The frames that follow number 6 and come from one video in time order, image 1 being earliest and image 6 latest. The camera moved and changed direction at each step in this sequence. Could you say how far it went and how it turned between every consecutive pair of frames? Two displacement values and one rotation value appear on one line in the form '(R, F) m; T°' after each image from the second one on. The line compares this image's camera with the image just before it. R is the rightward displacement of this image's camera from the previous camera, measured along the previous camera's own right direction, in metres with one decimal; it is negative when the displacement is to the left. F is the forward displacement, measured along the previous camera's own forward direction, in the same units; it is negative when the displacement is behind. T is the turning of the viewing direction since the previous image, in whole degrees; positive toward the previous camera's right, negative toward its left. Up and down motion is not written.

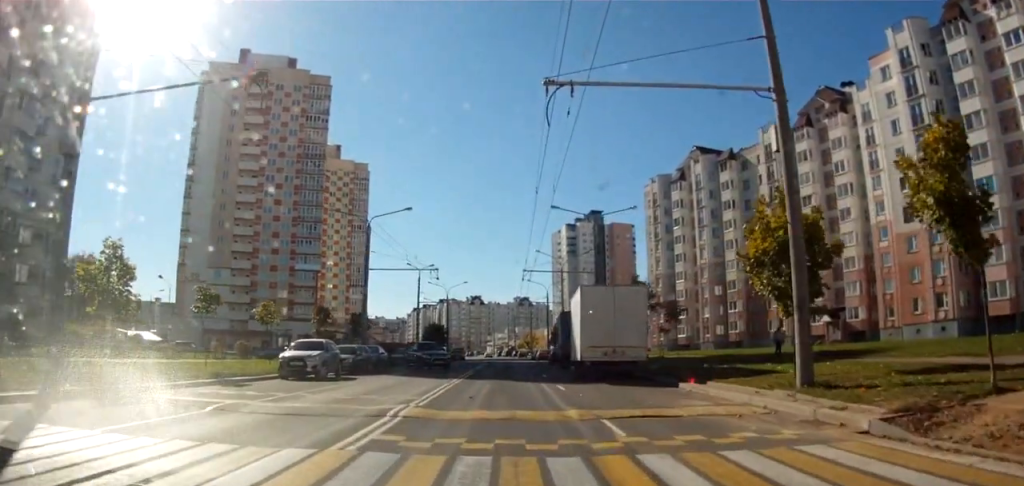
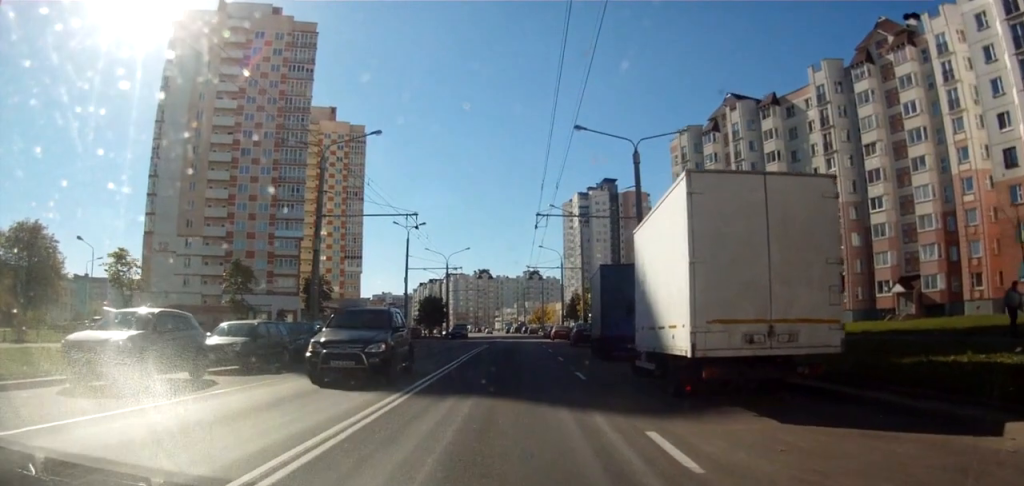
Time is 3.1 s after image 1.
(-0.2, +17.7) m; -4°
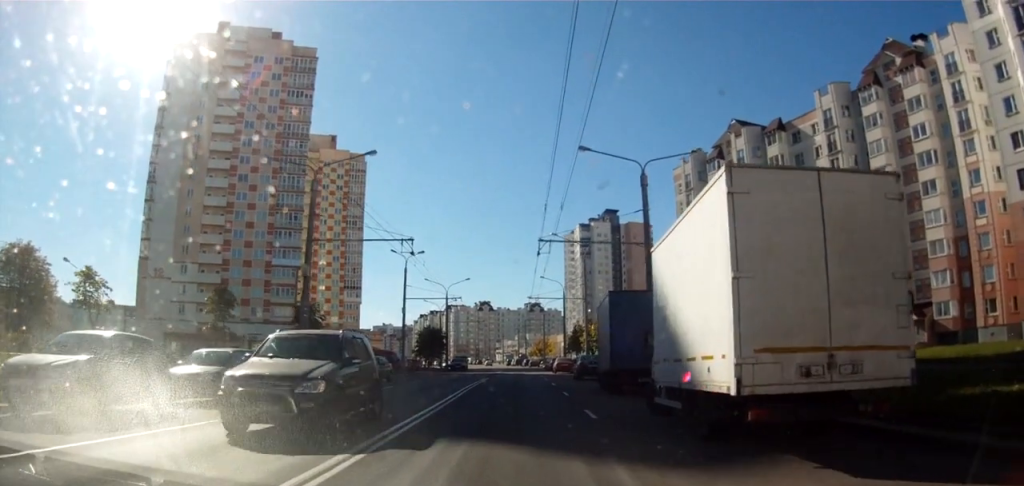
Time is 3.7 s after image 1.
(0.0, +2.4) m; -2°
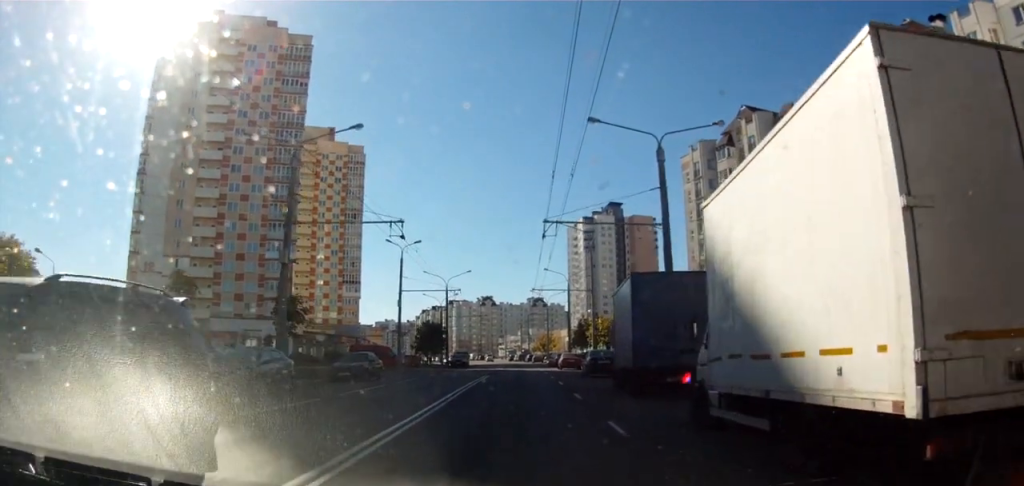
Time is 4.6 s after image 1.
(-0.1, +3.4) m; -3°
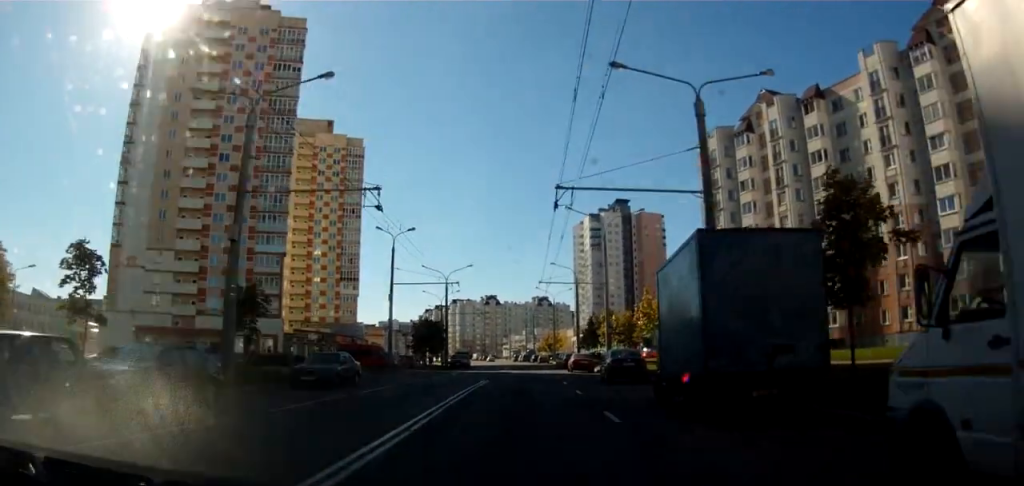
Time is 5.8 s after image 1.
(-0.2, +5.0) m; -2°
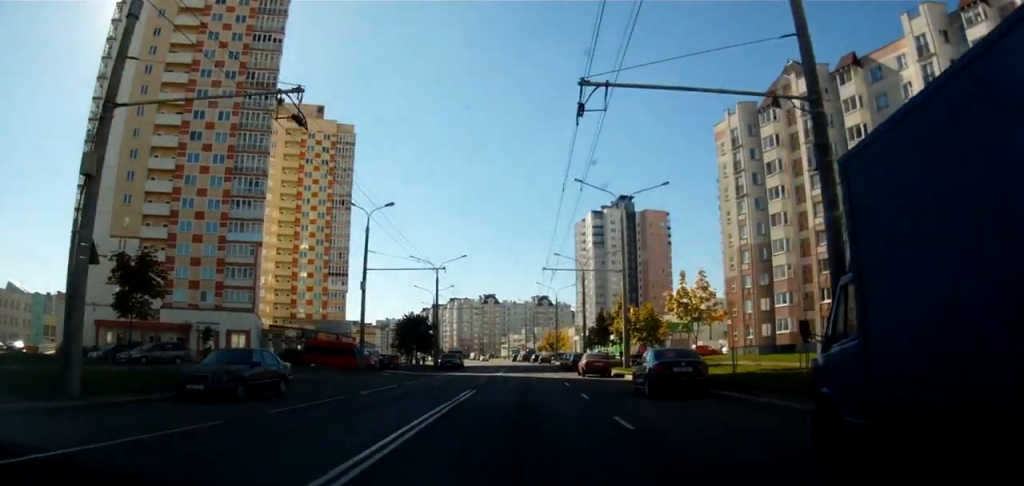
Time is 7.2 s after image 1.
(+0.4, +7.2) m; +5°
